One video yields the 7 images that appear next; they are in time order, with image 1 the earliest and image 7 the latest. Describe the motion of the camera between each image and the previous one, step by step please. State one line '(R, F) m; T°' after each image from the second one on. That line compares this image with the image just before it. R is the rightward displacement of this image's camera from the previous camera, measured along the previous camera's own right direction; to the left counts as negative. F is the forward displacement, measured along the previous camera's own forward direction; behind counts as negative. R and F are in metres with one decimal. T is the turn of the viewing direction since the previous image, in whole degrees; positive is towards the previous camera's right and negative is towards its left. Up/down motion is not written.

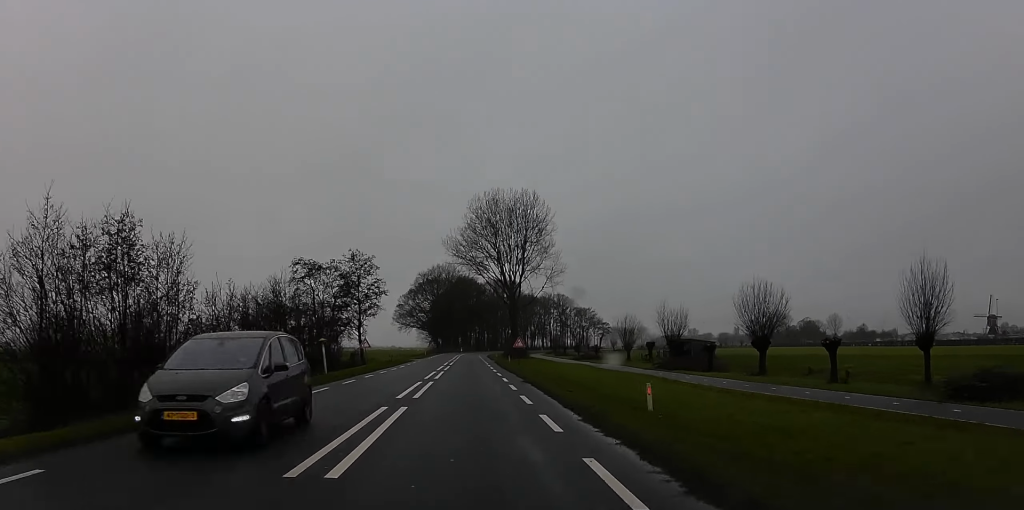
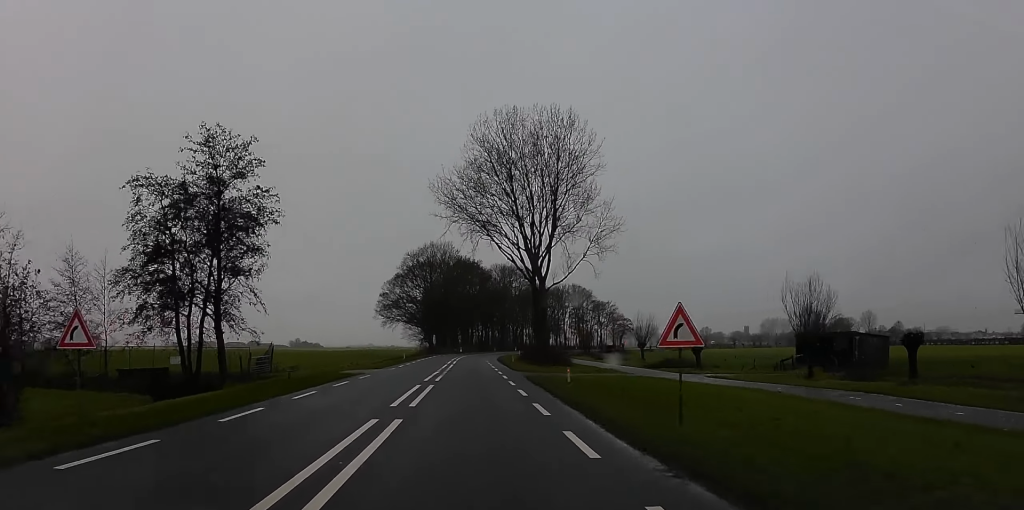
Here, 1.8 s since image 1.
(-0.2, +38.8) m; +1°
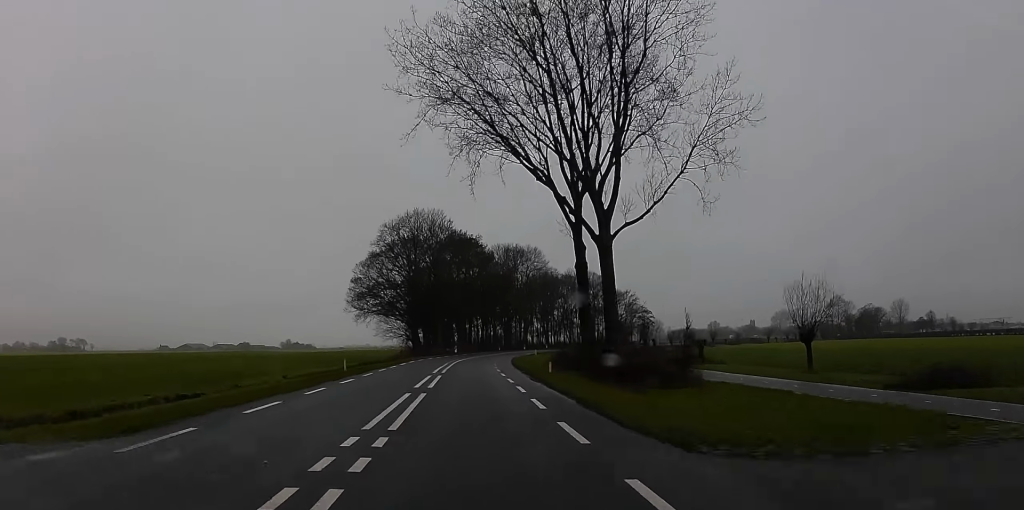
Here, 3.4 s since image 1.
(+1.2, +34.5) m; +1°
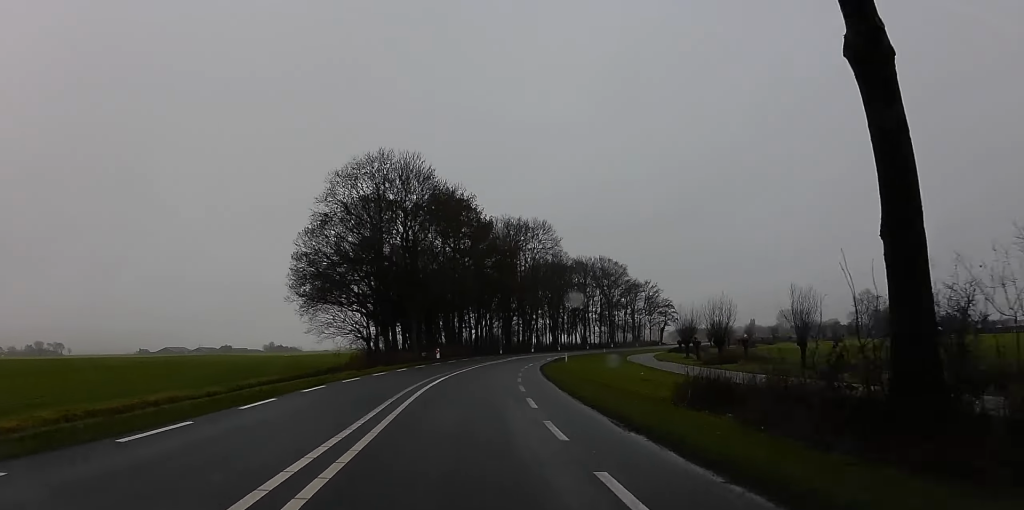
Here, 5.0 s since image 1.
(-1.2, +34.7) m; 0°
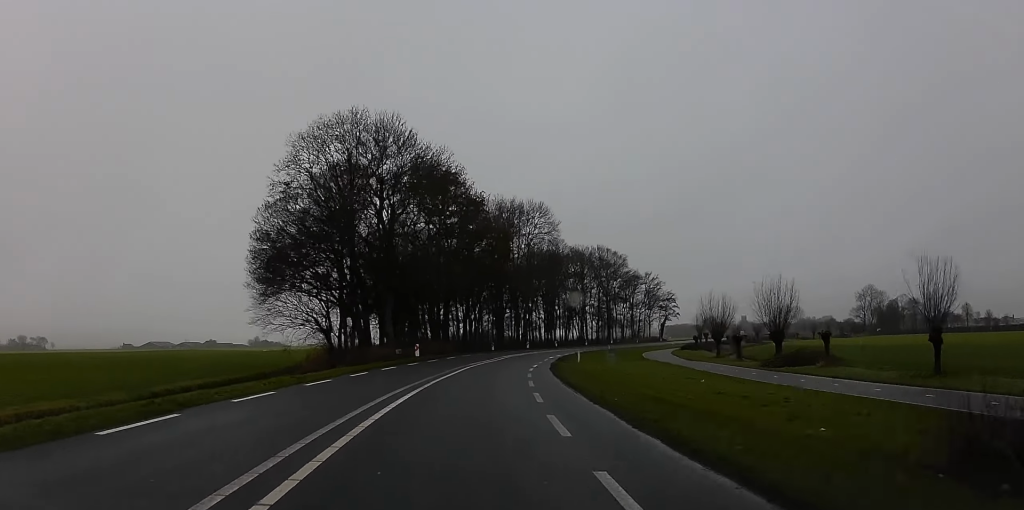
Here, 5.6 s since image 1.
(+0.1, +12.1) m; +2°
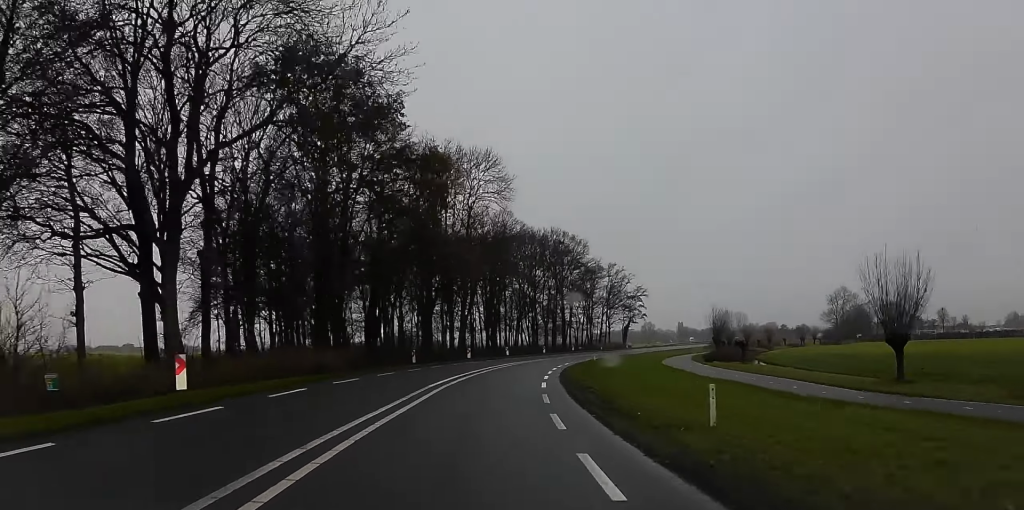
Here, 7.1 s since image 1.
(+2.4, +33.7) m; +7°
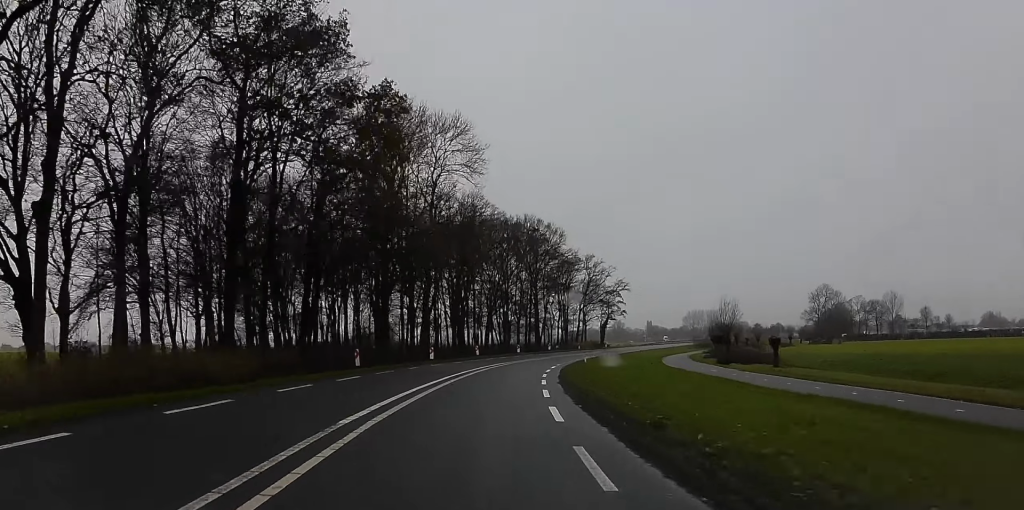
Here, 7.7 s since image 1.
(+0.2, +12.1) m; +2°
